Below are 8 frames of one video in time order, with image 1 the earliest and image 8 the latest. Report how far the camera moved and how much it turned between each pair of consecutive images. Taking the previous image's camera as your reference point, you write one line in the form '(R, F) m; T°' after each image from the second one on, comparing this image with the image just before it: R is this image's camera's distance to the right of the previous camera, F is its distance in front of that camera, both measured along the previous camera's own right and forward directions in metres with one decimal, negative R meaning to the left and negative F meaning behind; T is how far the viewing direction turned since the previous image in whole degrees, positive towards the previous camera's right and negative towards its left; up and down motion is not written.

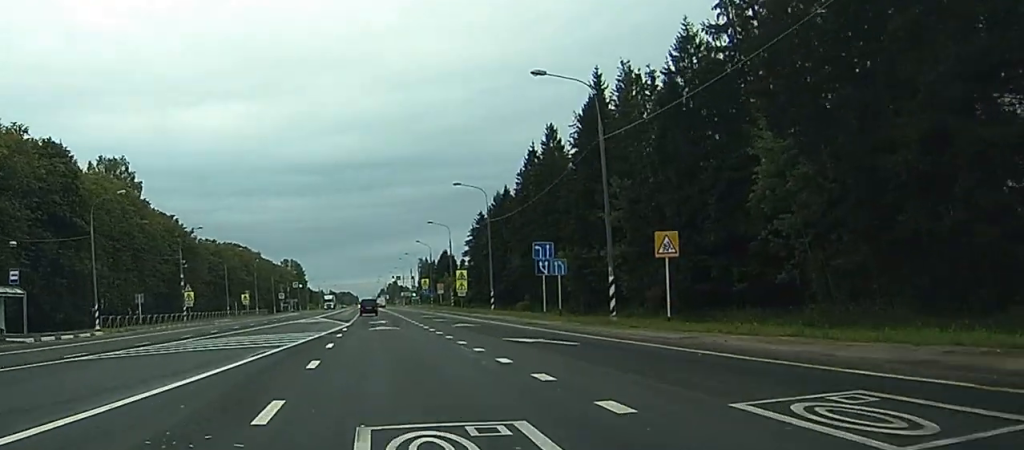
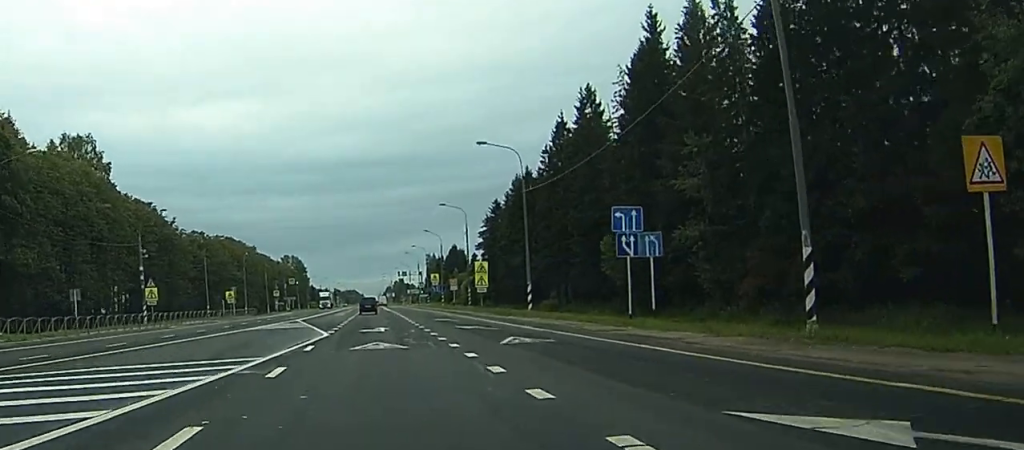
(-0.3, +18.1) m; -1°
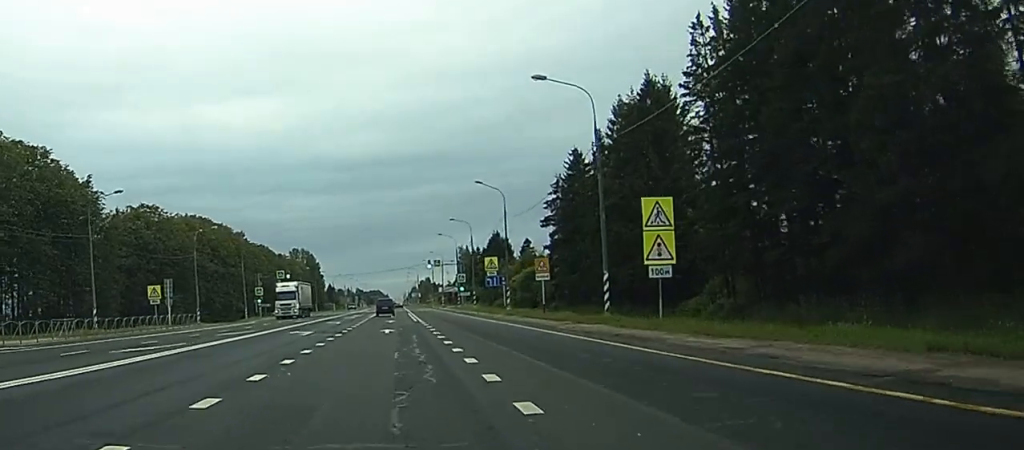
(-0.9, +52.5) m; -2°
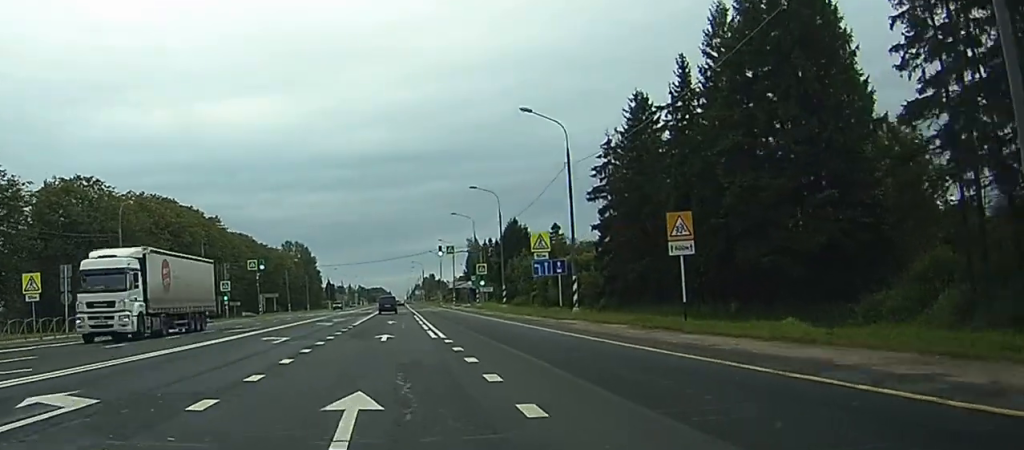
(-0.1, +28.0) m; 0°
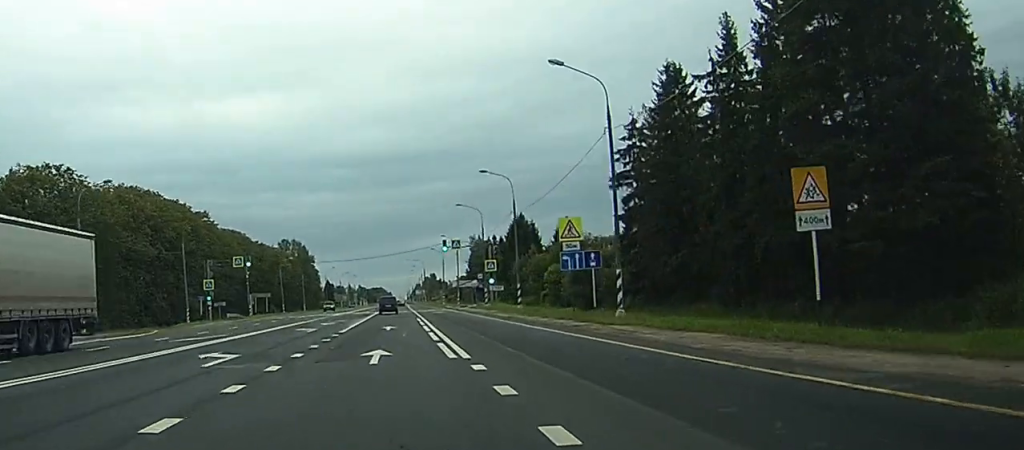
(0.0, +9.8) m; 0°
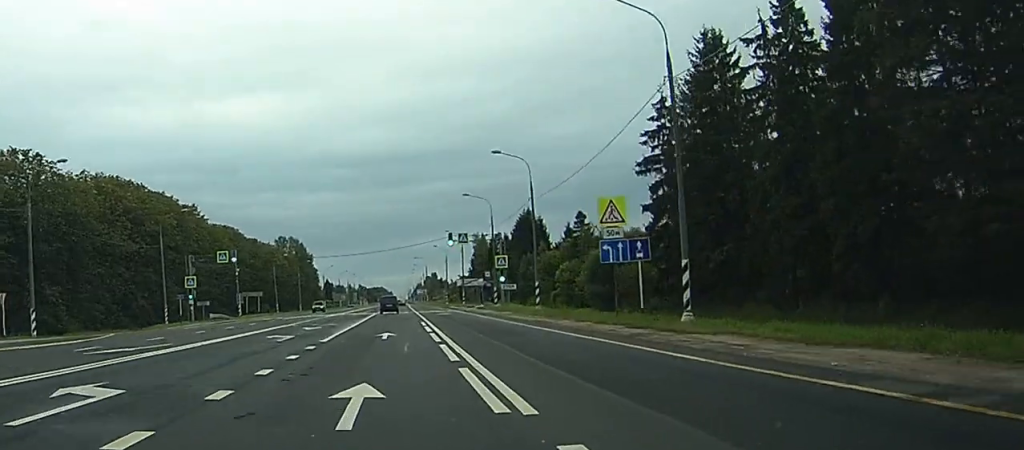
(0.0, +9.0) m; 0°
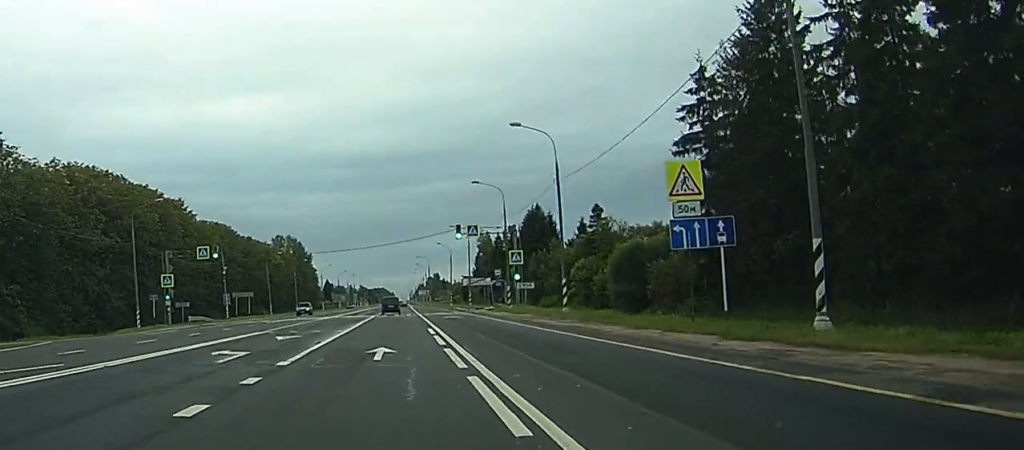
(0.0, +9.7) m; 0°
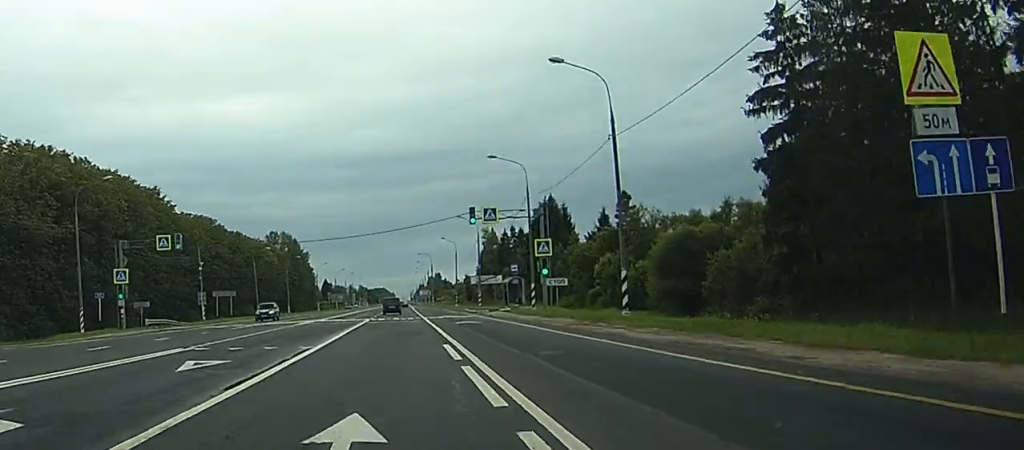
(-0.1, +13.8) m; 0°
